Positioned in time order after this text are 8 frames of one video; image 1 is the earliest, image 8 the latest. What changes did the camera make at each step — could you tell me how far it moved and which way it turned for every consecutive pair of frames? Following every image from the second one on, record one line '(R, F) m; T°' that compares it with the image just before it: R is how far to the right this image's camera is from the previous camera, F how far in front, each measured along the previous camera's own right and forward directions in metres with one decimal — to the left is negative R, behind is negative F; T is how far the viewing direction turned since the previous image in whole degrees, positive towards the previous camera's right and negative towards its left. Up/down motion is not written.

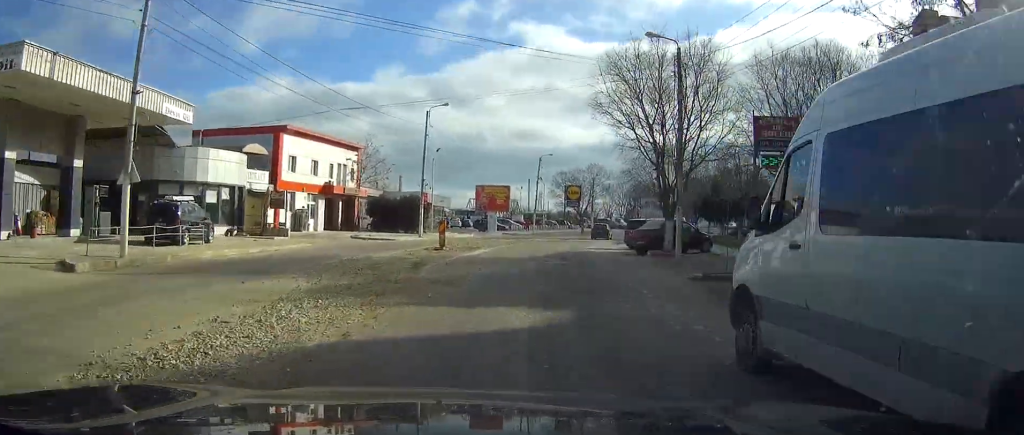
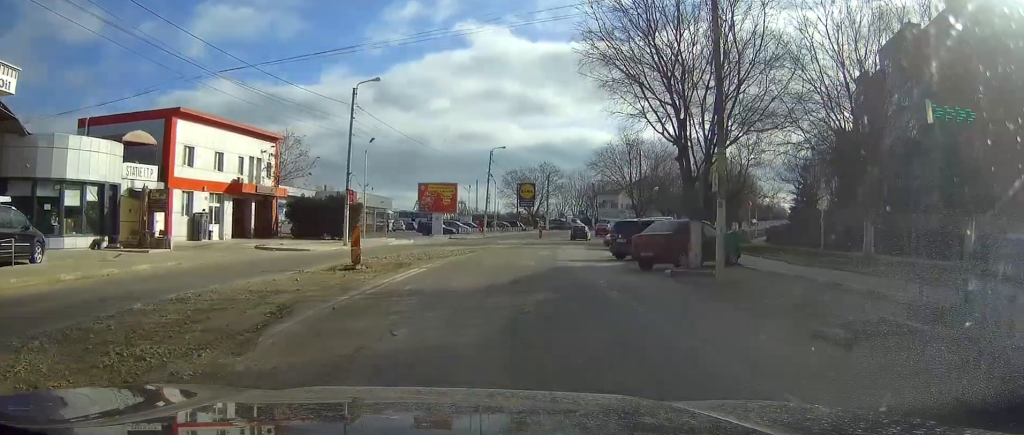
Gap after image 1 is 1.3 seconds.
(+0.1, +9.9) m; +1°
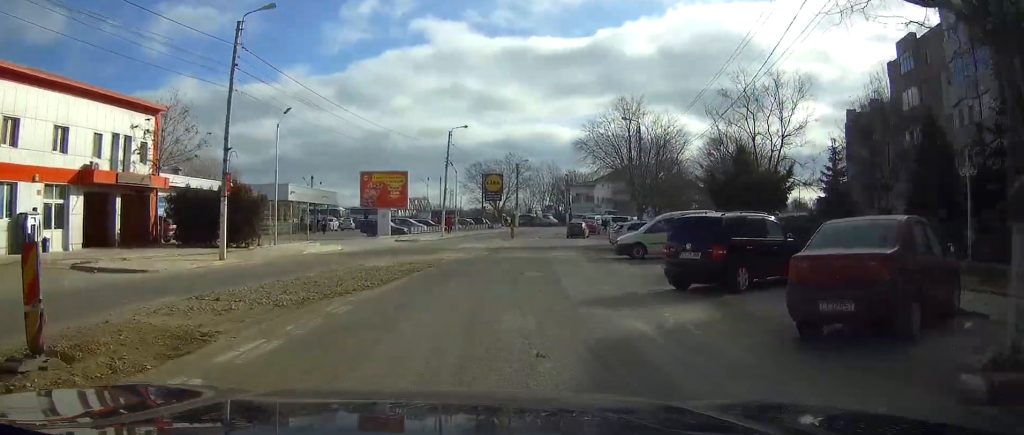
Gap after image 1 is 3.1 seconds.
(+0.1, +14.0) m; +1°
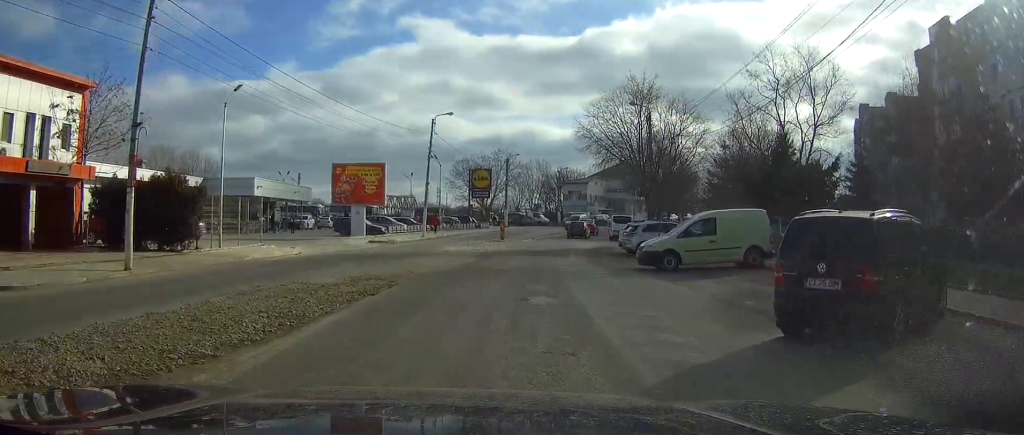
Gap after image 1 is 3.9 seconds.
(0.0, +6.5) m; 0°
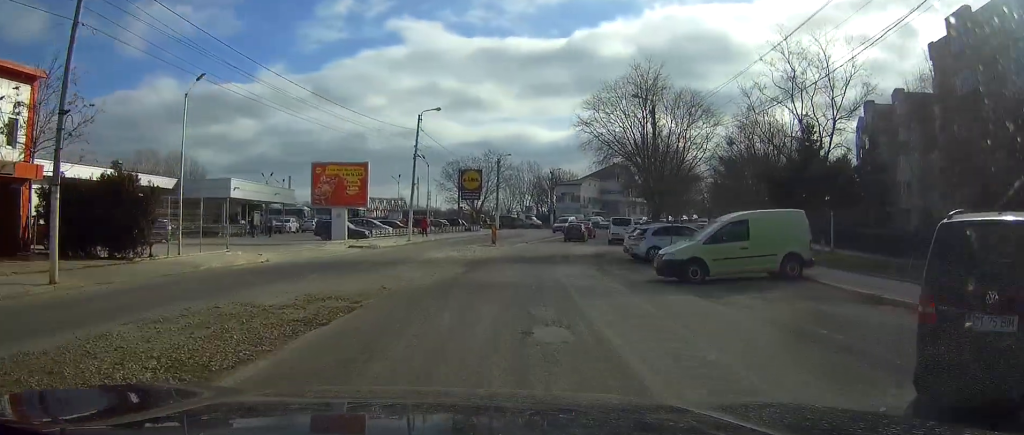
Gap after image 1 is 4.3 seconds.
(0.0, +3.5) m; 0°
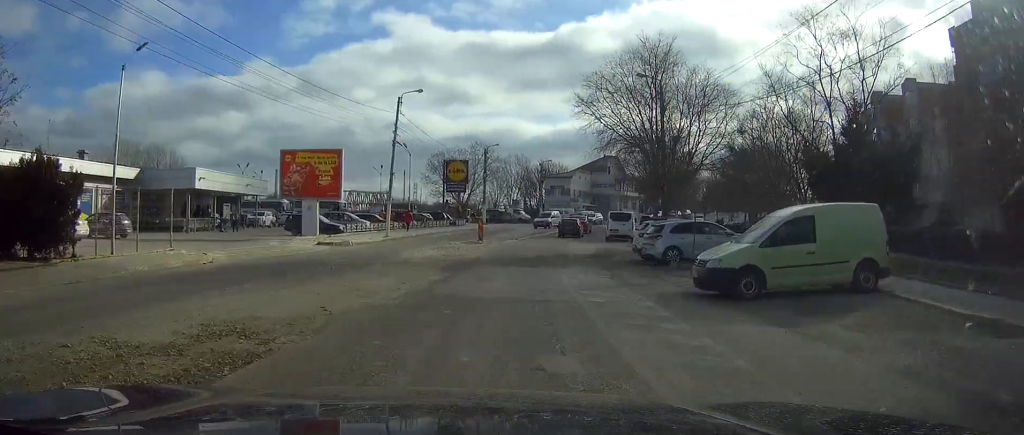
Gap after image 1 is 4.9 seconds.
(0.0, +4.6) m; 0°
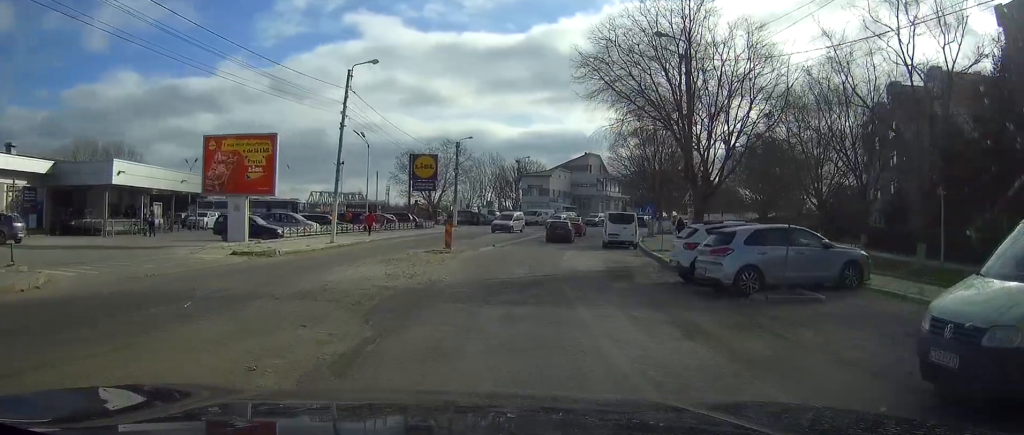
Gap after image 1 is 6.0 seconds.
(0.0, +8.9) m; +1°
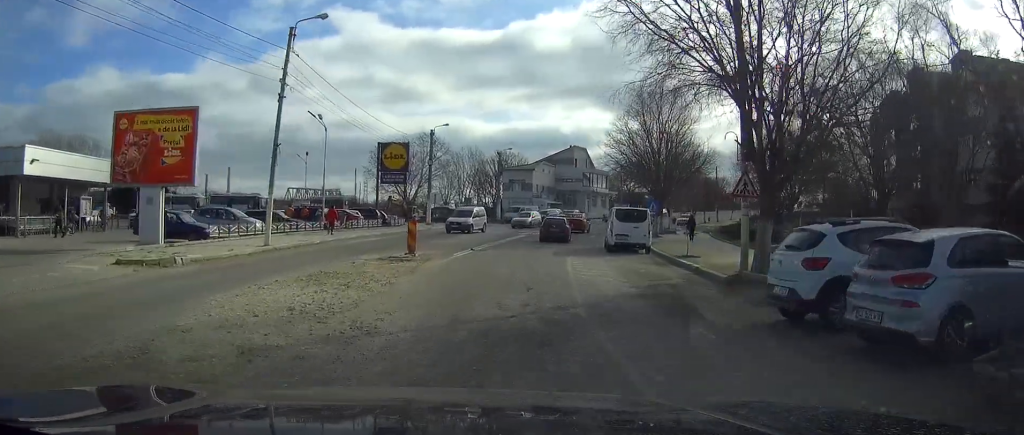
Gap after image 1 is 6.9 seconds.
(+0.2, +7.8) m; +1°
